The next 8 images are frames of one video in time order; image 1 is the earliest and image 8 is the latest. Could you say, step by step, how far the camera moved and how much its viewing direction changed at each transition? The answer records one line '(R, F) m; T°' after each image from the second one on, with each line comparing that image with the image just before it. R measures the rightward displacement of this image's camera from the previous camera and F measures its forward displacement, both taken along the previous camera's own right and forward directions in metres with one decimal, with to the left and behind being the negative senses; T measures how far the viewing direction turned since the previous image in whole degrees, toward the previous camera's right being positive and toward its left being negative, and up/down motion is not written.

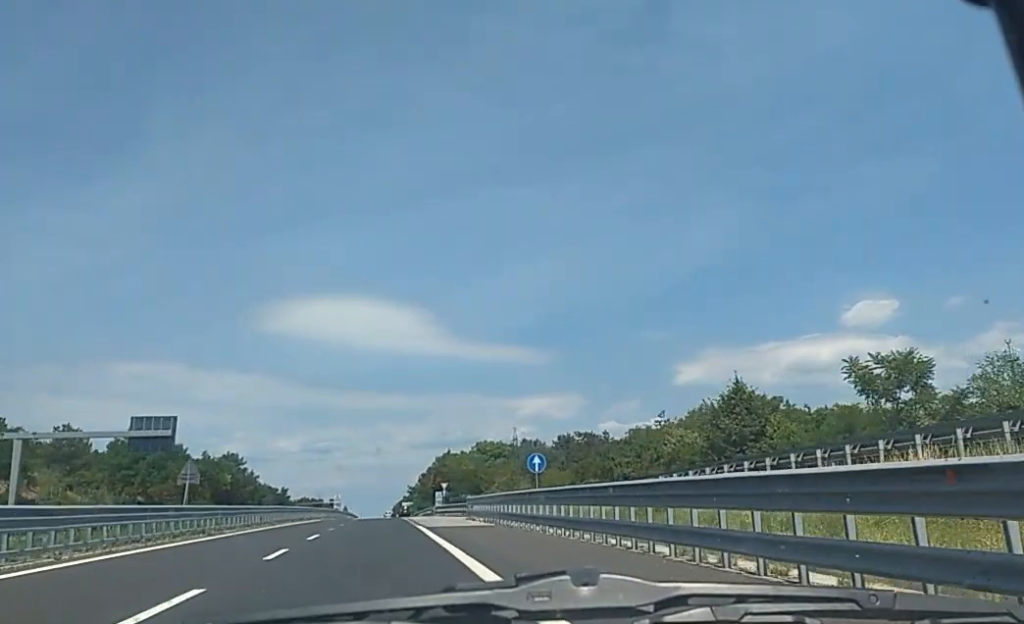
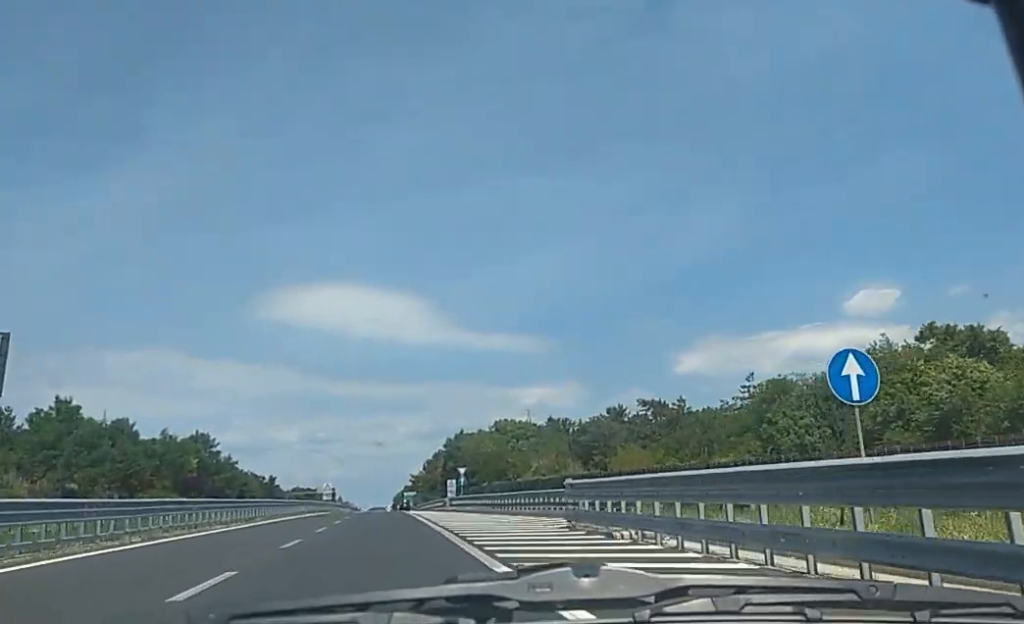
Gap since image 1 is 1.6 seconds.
(-1.3, +33.1) m; -5°
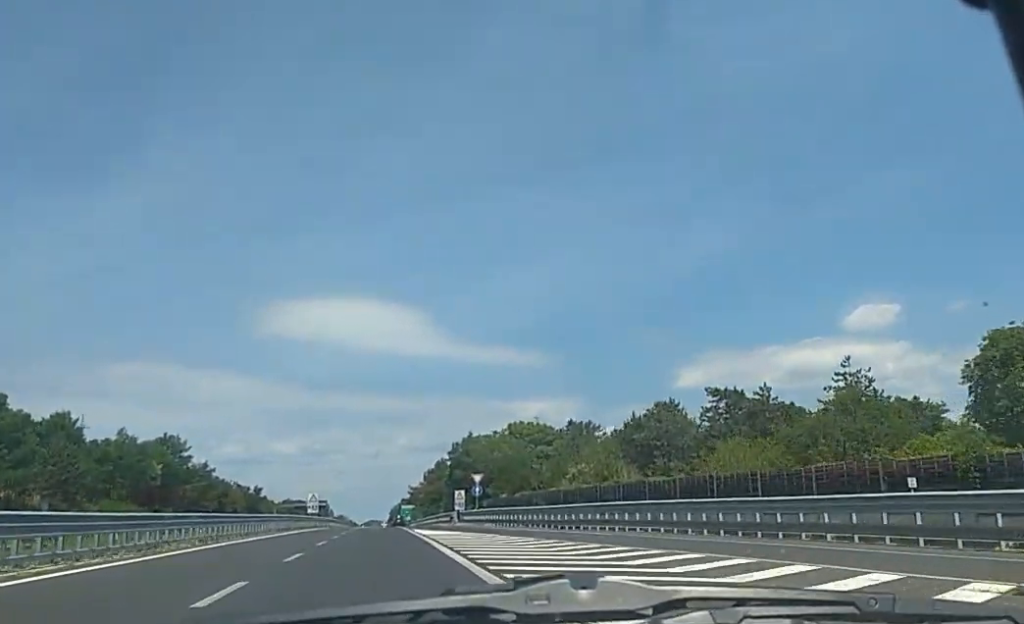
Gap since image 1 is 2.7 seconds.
(-0.5, +22.1) m; 0°
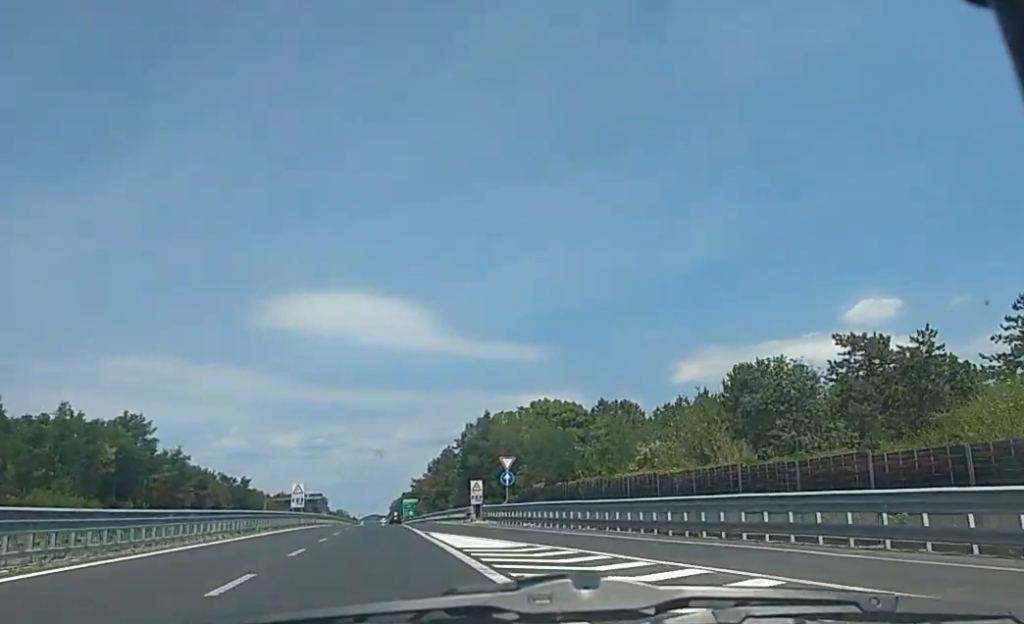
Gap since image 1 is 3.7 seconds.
(+0.5, +22.1) m; +2°
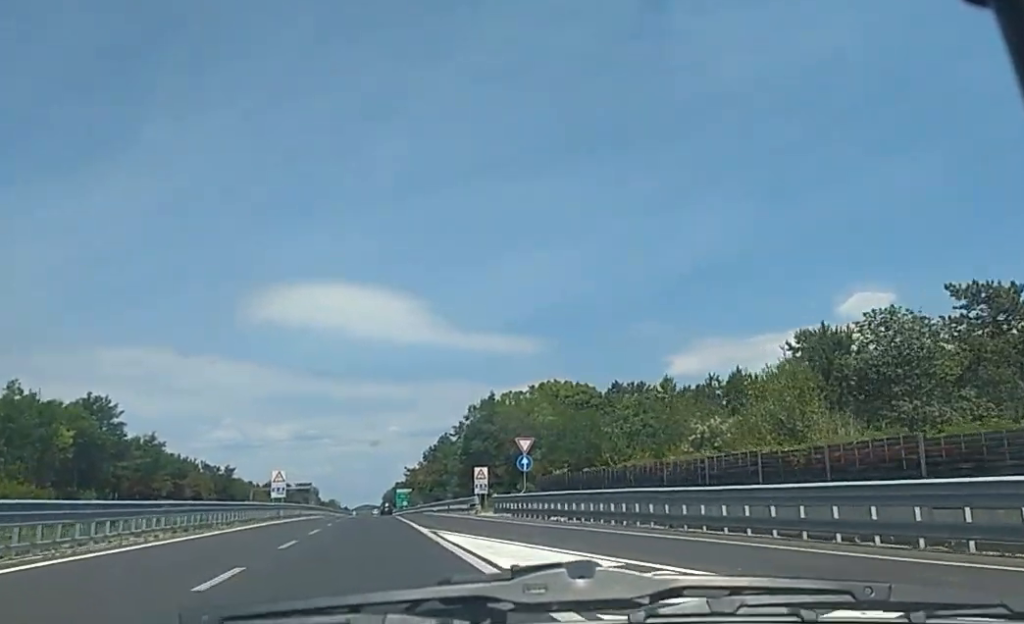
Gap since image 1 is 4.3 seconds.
(+0.2, +12.2) m; +1°
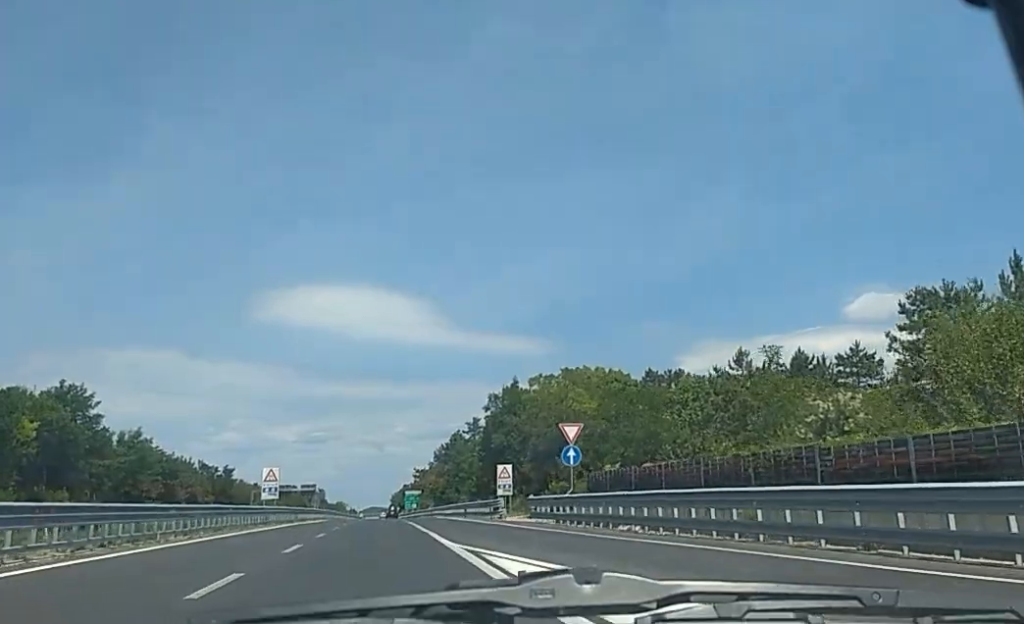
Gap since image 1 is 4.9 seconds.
(0.0, +13.0) m; 0°
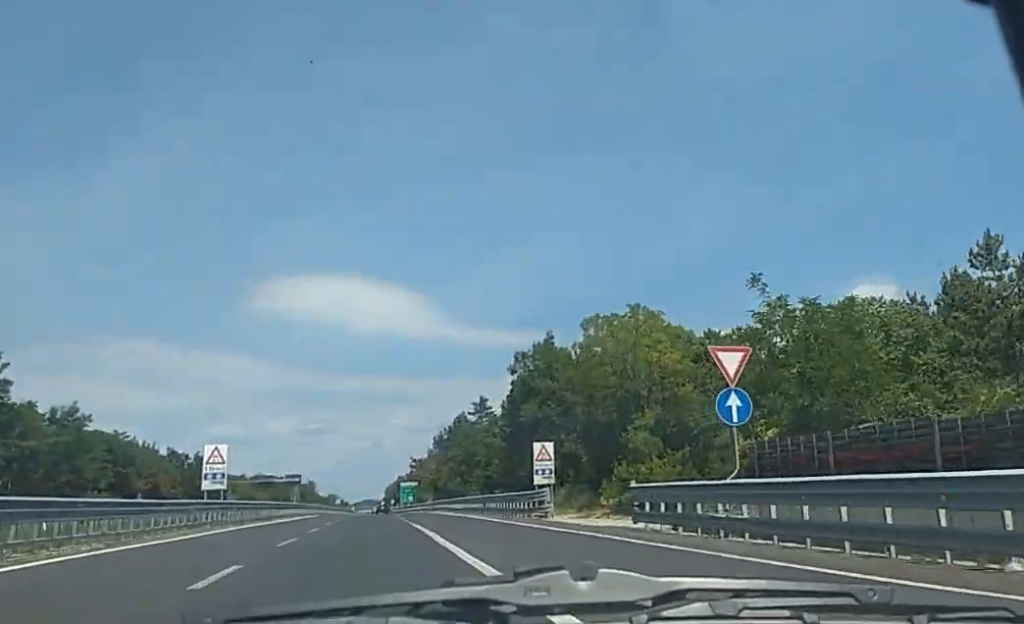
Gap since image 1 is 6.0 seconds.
(0.0, +23.2) m; 0°
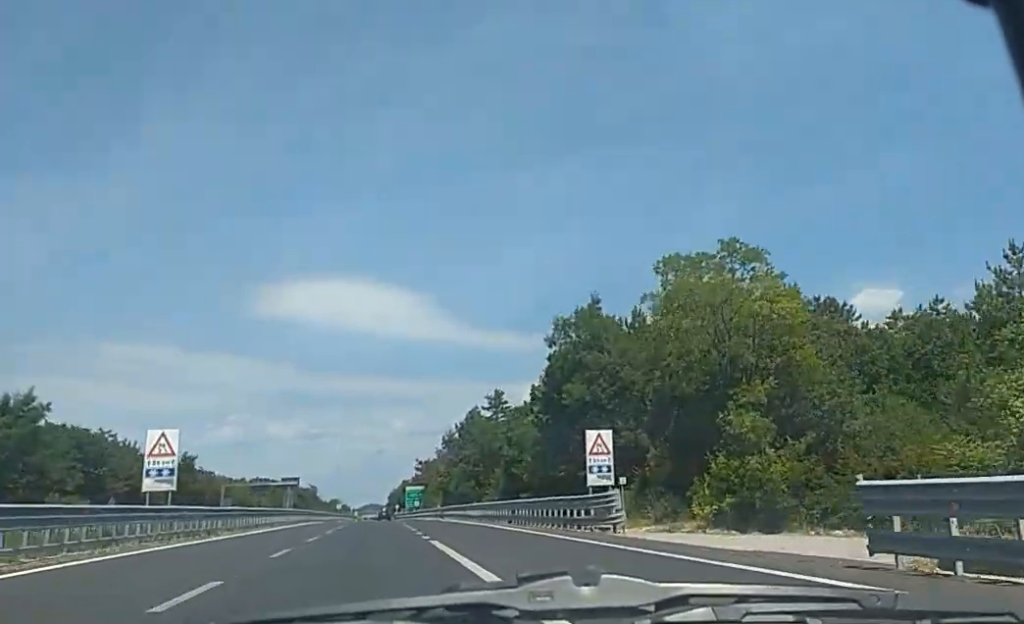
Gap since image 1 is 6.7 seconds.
(0.0, +13.9) m; 0°
